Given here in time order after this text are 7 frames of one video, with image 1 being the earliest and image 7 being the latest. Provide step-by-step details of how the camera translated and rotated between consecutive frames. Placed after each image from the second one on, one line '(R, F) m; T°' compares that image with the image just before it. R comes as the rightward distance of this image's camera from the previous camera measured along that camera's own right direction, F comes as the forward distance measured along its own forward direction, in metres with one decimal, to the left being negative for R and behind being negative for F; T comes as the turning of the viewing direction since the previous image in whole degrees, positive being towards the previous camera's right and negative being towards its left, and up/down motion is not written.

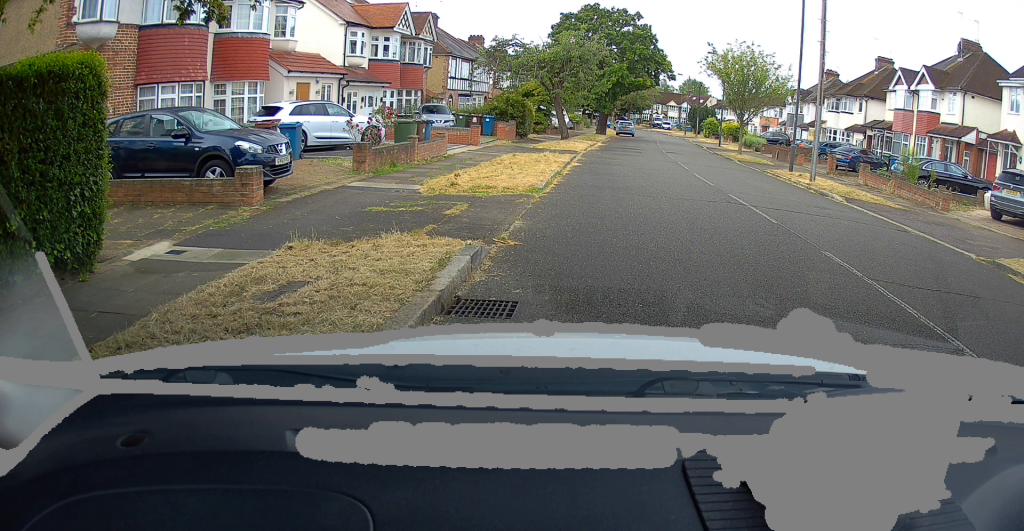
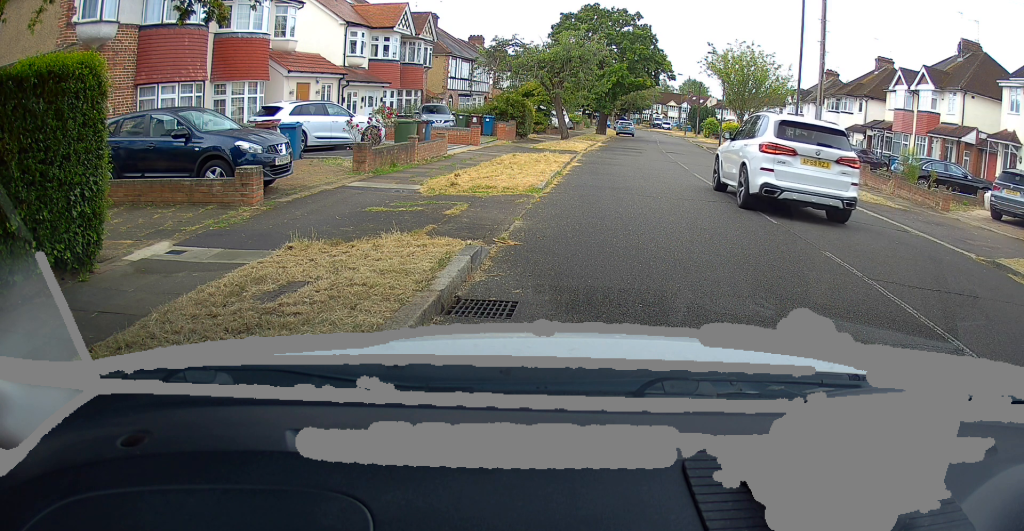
(0.0, 0.0) m; 0°
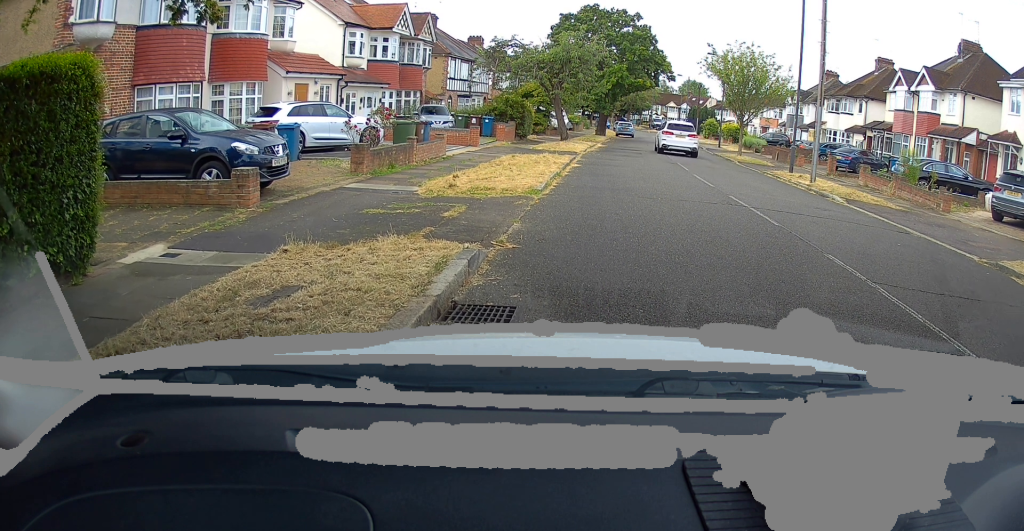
(0.0, 0.0) m; 0°
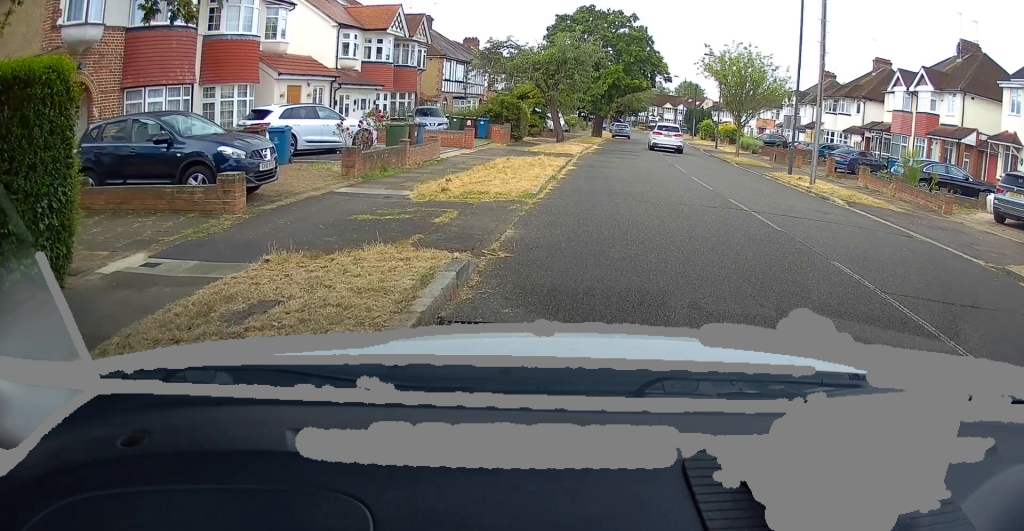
(0.0, +0.2) m; +1°
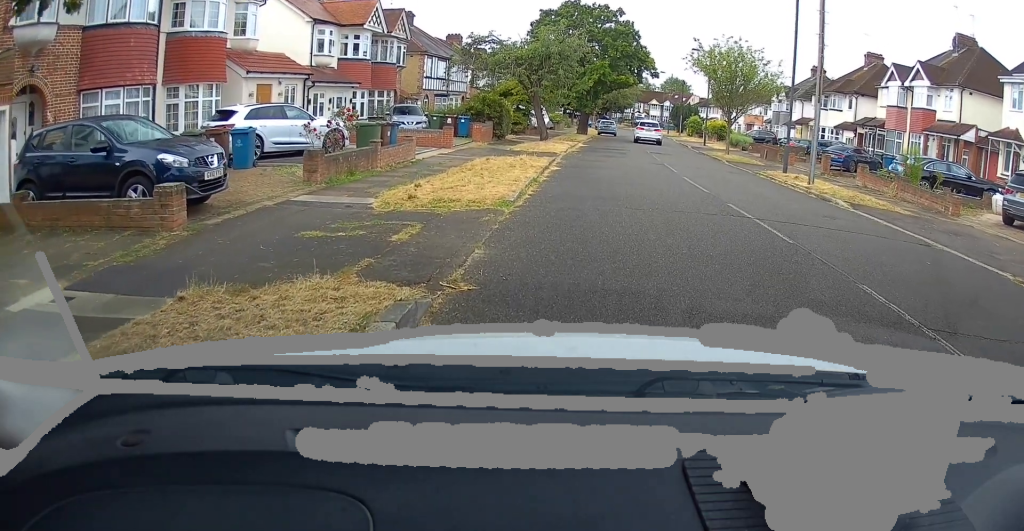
(0.0, +0.9) m; +5°
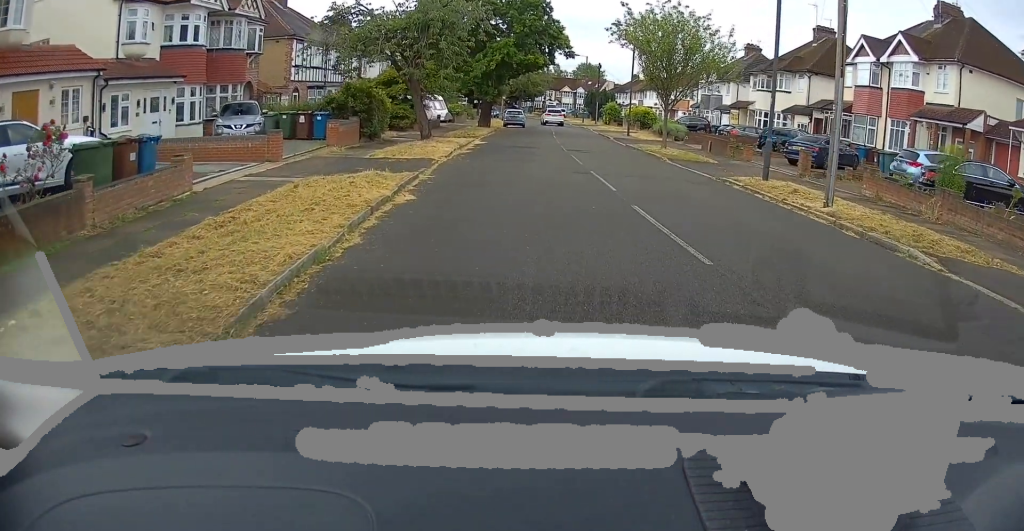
(+0.4, +8.0) m; +4°
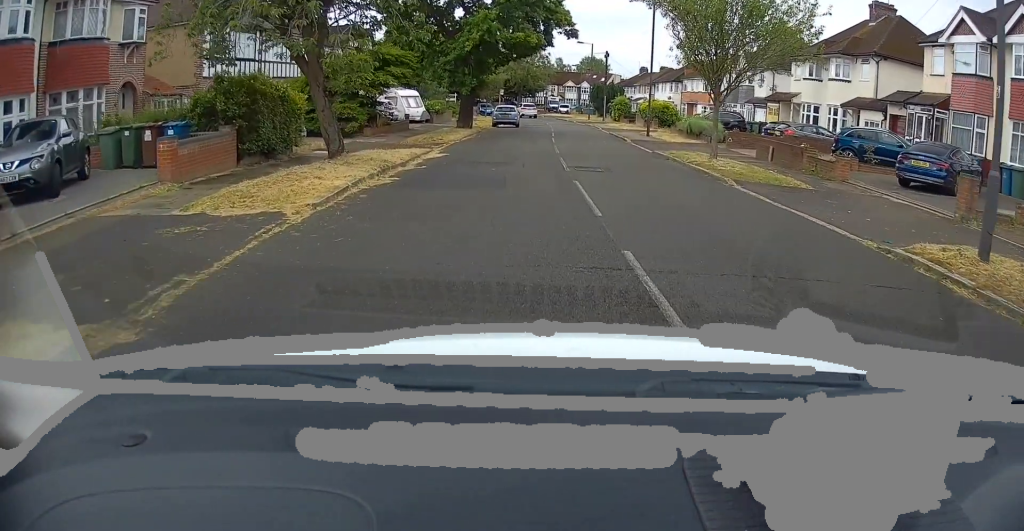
(0.0, +10.3) m; 0°
